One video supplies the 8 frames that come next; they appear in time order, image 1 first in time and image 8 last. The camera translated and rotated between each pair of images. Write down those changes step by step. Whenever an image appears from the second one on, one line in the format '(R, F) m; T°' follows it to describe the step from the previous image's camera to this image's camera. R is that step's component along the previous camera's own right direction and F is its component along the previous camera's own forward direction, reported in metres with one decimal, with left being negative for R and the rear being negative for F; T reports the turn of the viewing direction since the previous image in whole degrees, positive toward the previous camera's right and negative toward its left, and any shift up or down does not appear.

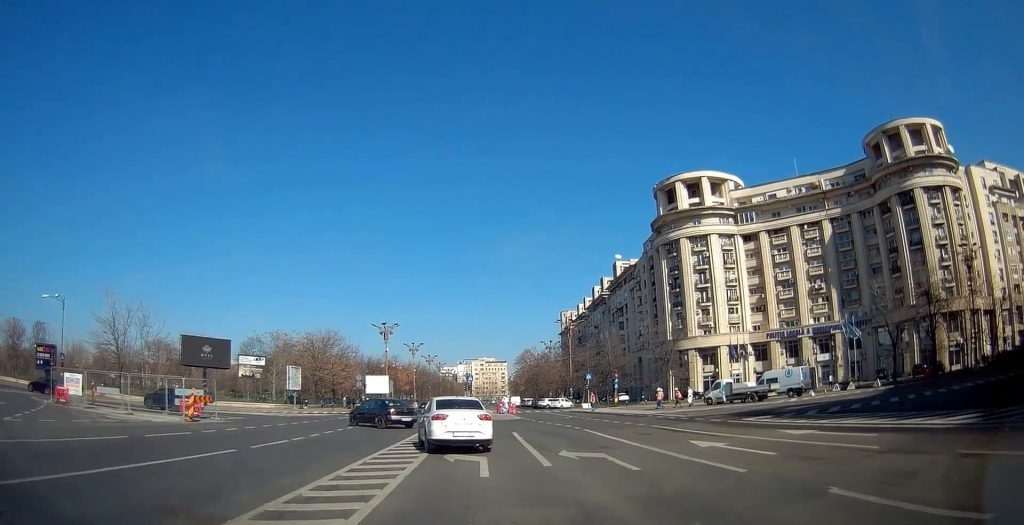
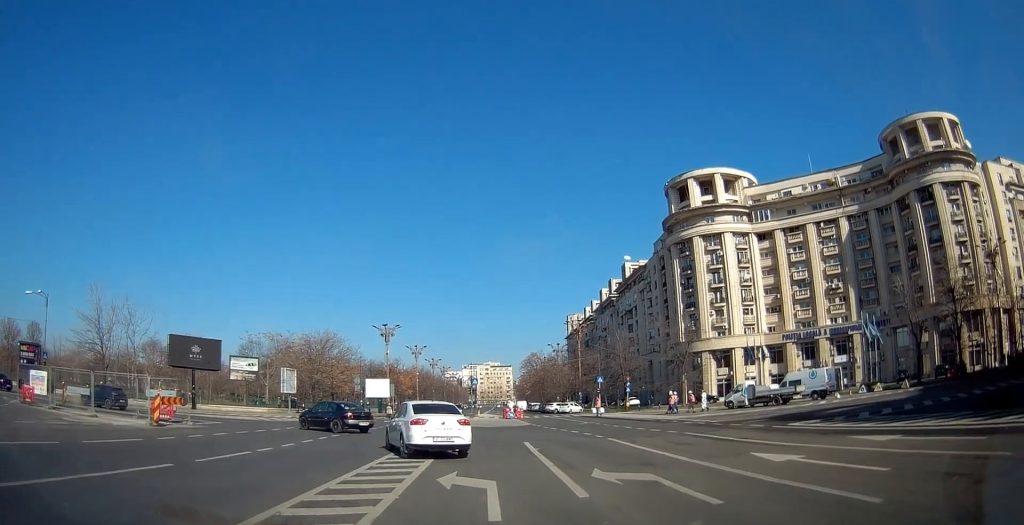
(-0.1, +4.1) m; -3°
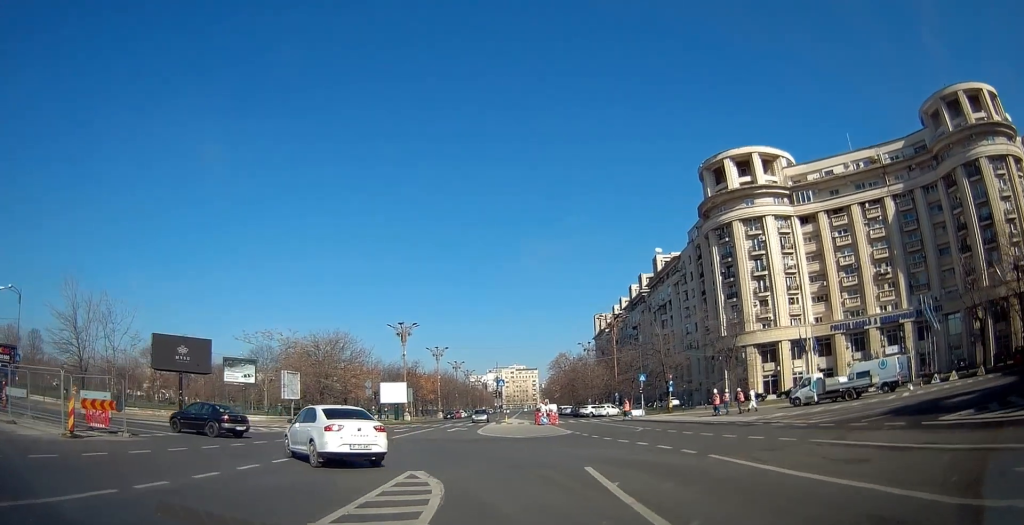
(-0.4, +8.3) m; -8°
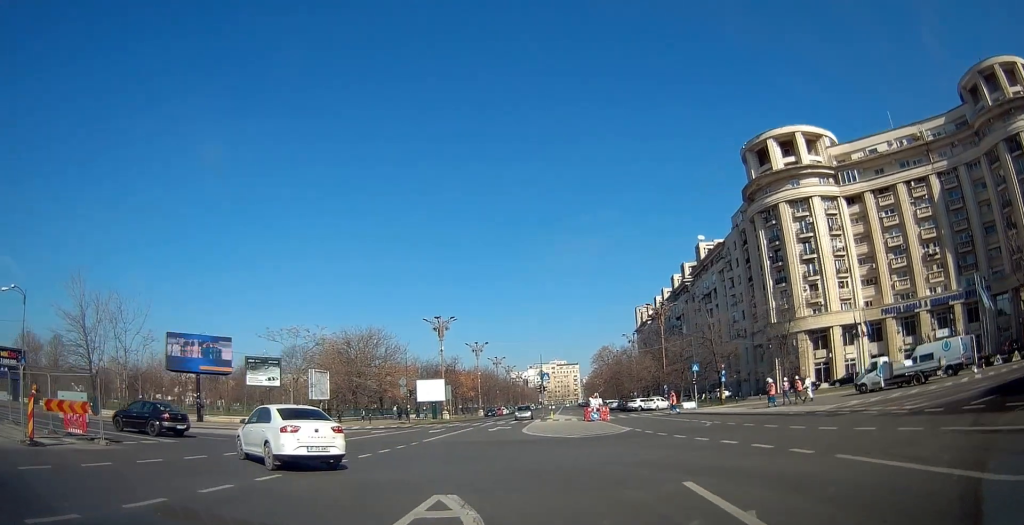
(-0.2, +4.3) m; -5°
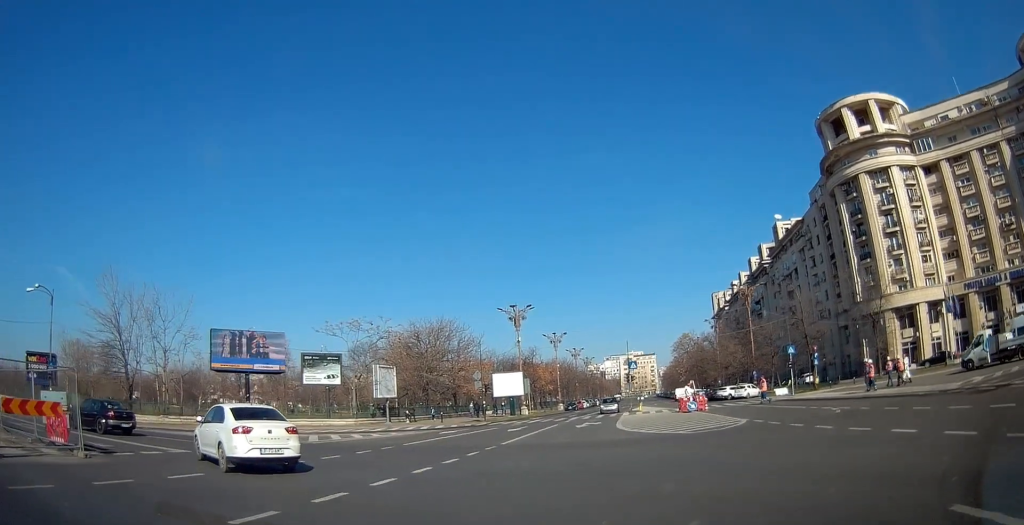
(-0.3, +5.2) m; -6°
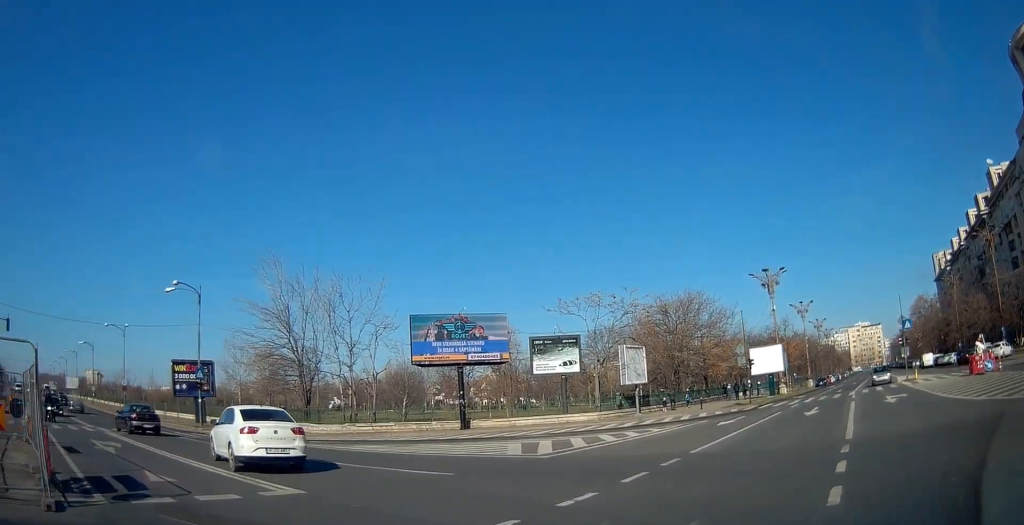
(-0.8, +9.8) m; -15°
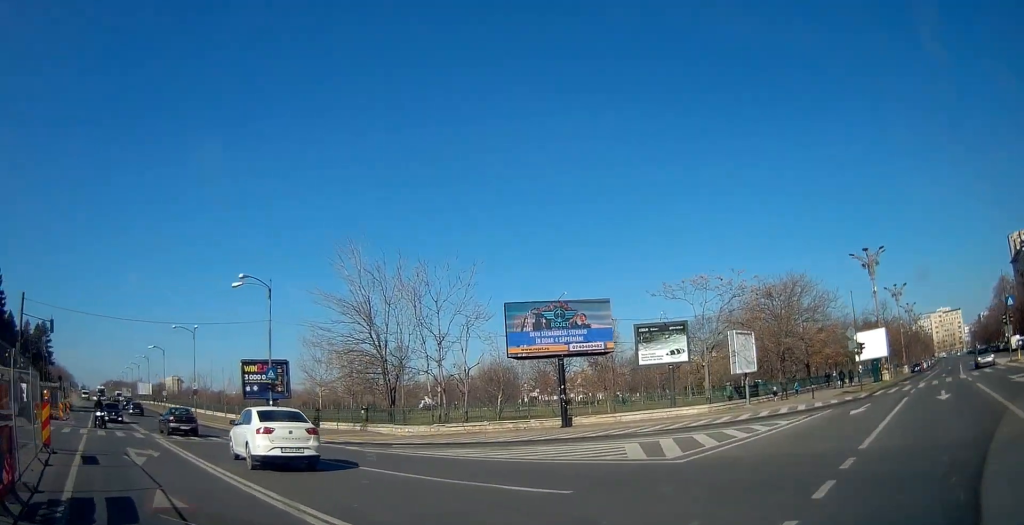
(+0.4, +3.7) m; -8°
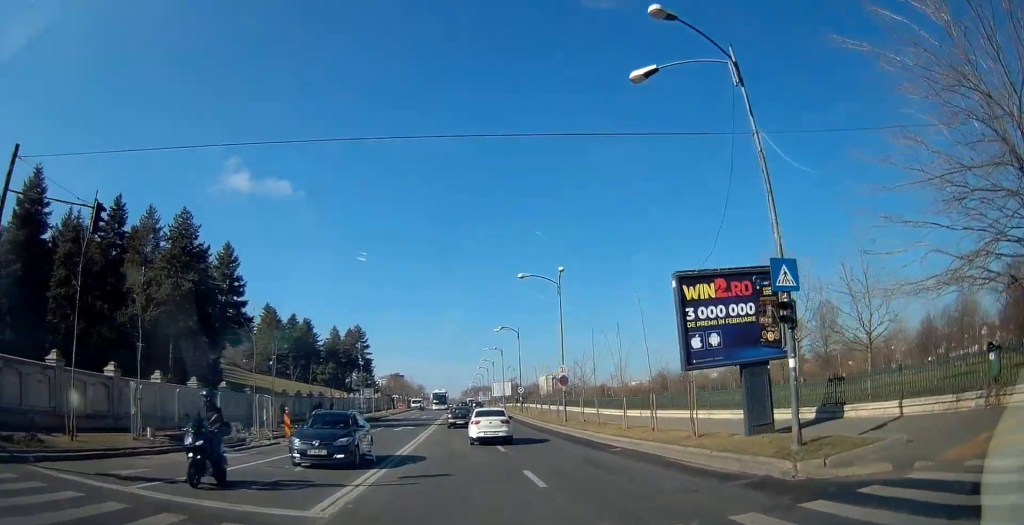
(-11.1, +23.8) m; -36°
